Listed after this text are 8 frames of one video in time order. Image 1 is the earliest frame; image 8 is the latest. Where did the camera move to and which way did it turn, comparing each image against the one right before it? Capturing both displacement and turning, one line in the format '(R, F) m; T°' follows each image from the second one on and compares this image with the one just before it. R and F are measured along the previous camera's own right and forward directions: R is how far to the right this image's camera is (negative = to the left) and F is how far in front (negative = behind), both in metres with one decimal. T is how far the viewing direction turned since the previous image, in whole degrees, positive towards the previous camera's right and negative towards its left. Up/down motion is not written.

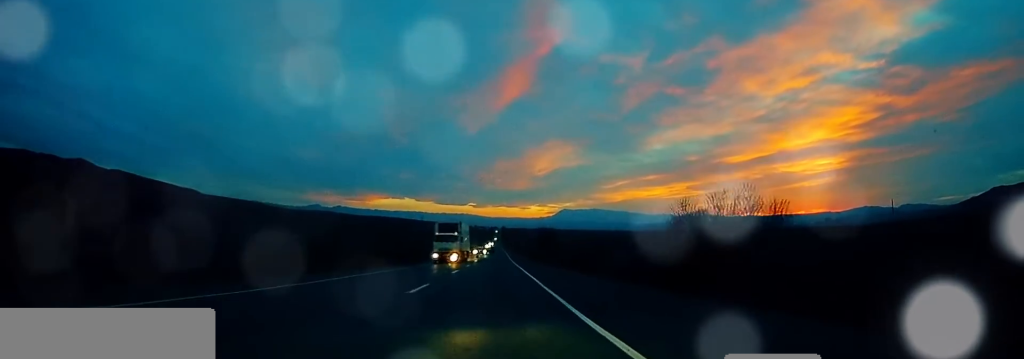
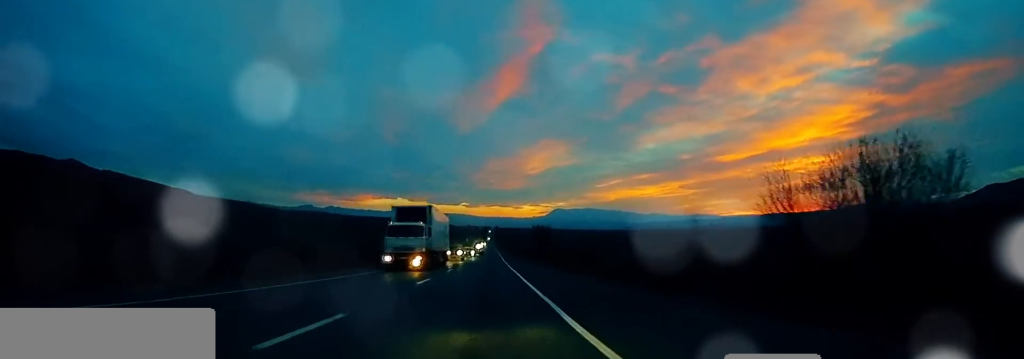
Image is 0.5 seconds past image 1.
(+0.7, +9.2) m; 0°
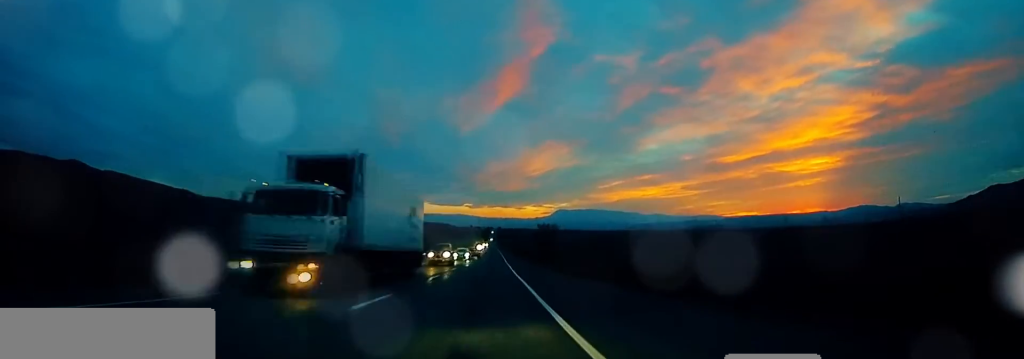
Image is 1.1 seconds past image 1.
(-0.6, +8.4) m; -1°
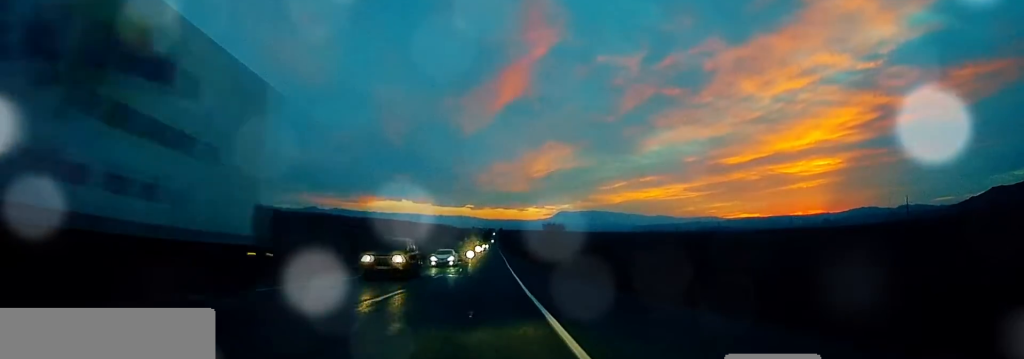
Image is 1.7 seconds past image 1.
(-0.5, +9.8) m; 0°
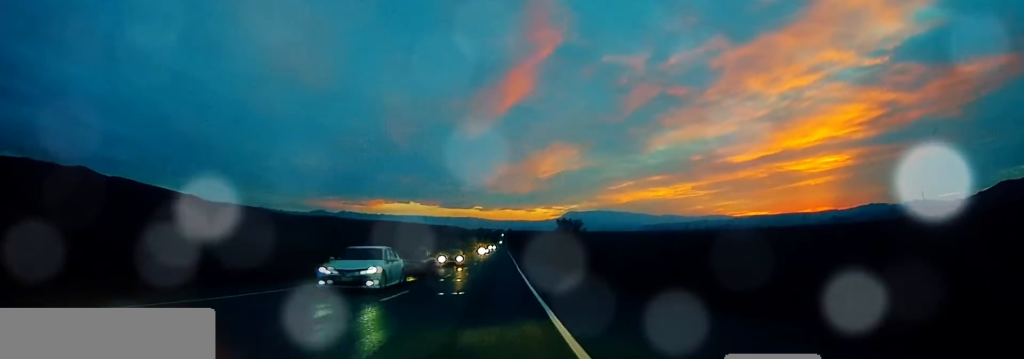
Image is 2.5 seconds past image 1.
(+0.8, +11.5) m; +3°
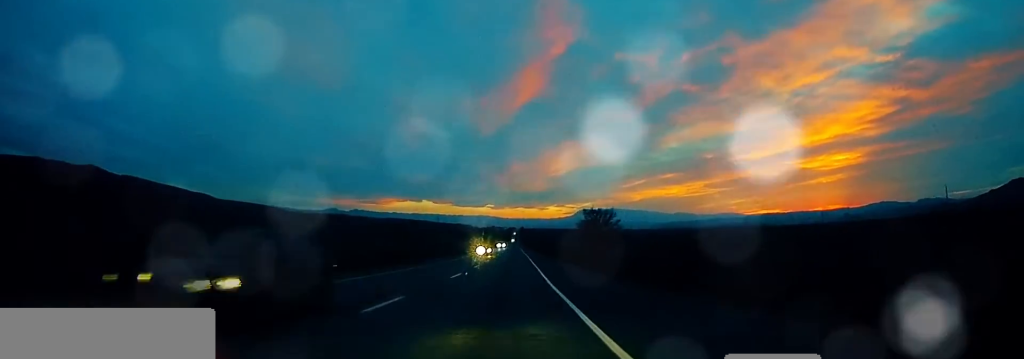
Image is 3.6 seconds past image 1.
(0.0, +15.6) m; -5°
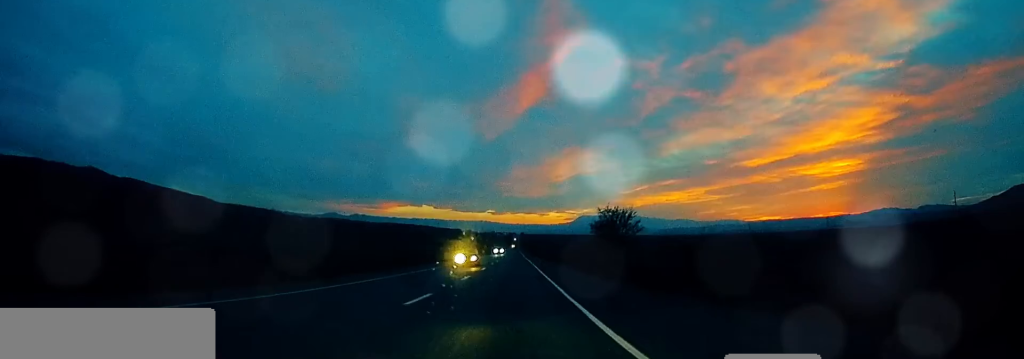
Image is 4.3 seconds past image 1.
(-0.9, +9.5) m; 0°
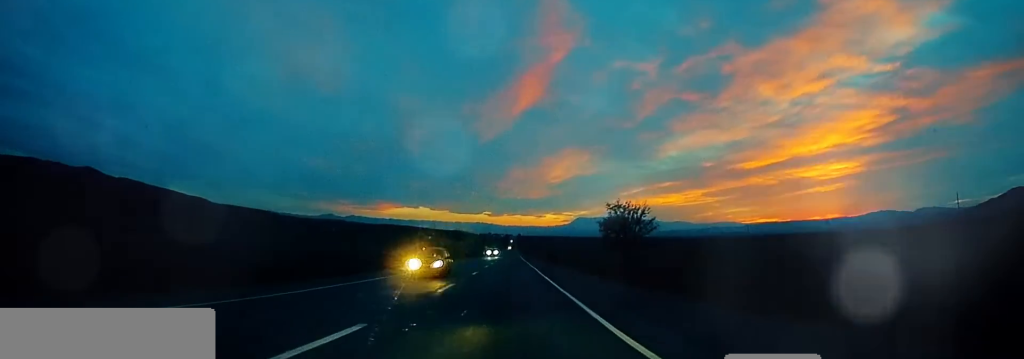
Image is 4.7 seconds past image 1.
(-0.2, +6.7) m; 0°
